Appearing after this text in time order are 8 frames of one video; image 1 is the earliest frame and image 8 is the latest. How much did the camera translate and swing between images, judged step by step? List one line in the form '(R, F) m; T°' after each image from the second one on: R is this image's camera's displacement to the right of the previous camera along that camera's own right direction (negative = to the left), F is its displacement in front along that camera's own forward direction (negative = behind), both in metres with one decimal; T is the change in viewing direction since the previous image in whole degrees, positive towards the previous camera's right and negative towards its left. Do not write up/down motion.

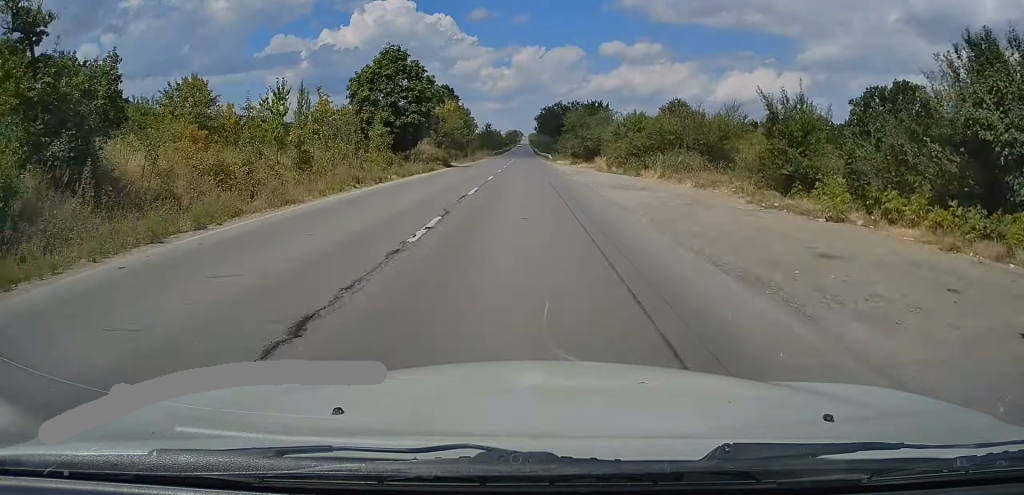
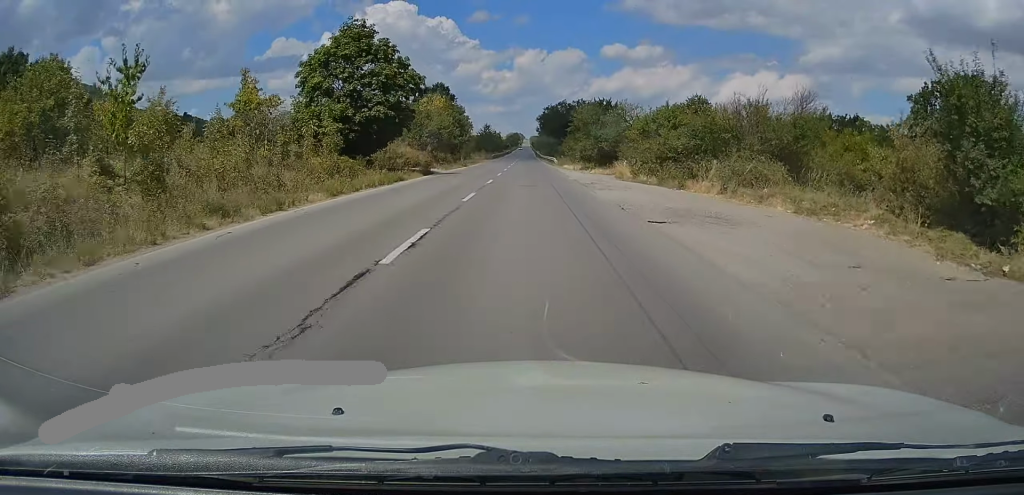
(-0.2, +10.5) m; 0°
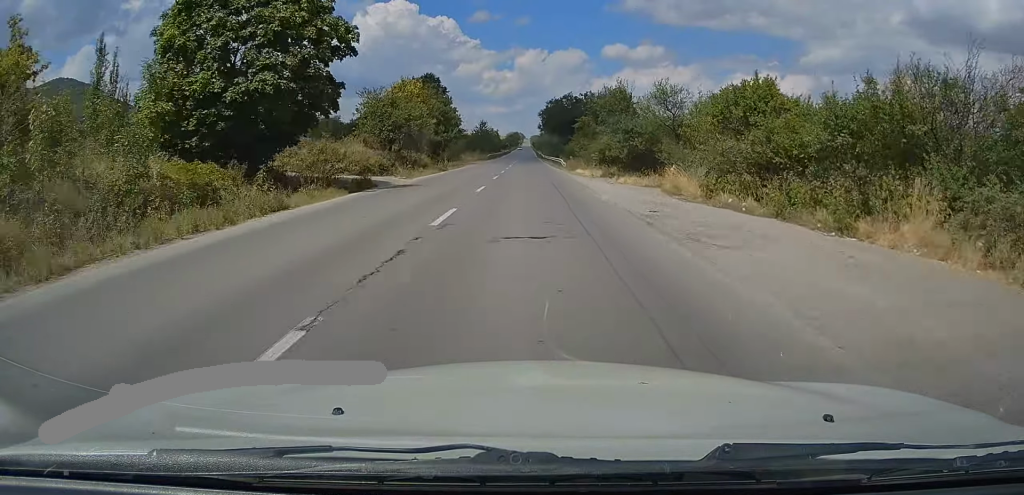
(0.0, +14.5) m; 0°
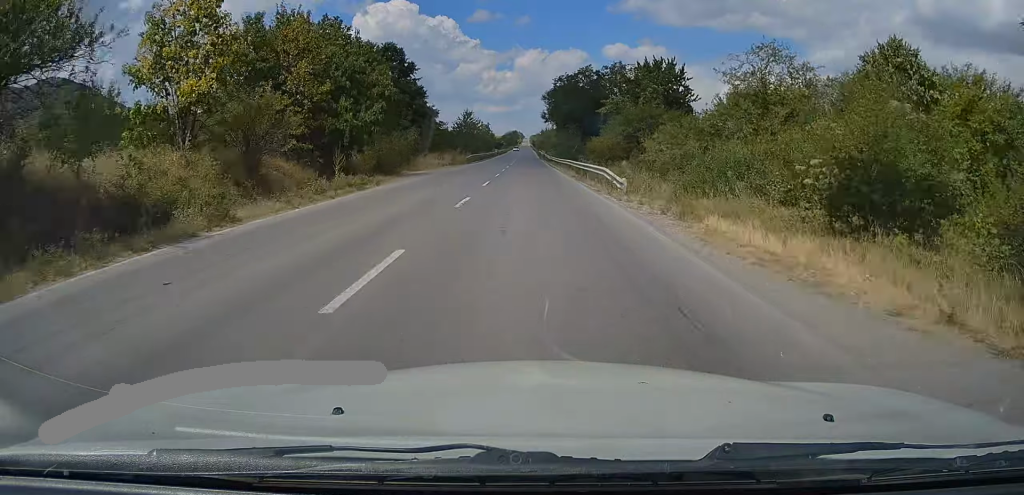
(+0.4, +33.0) m; +1°
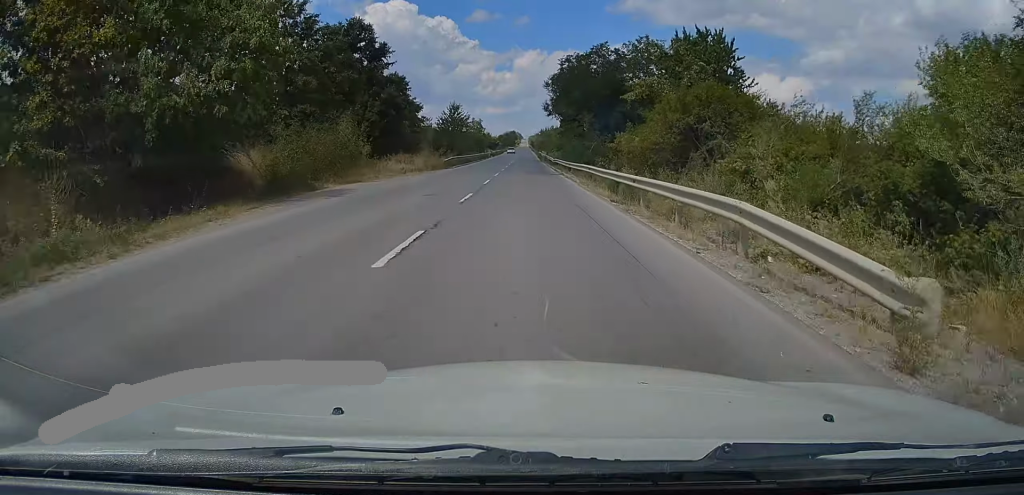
(0.0, +16.0) m; 0°
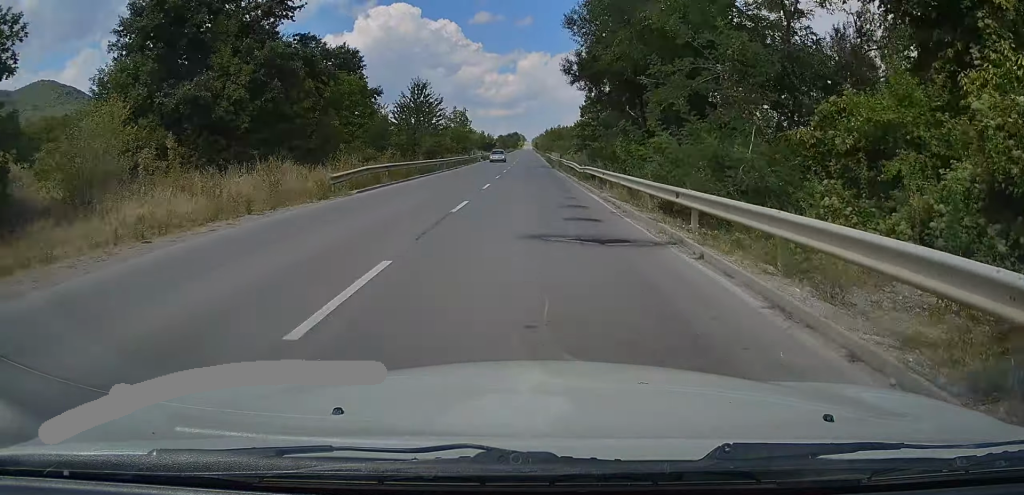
(0.0, +29.5) m; 0°
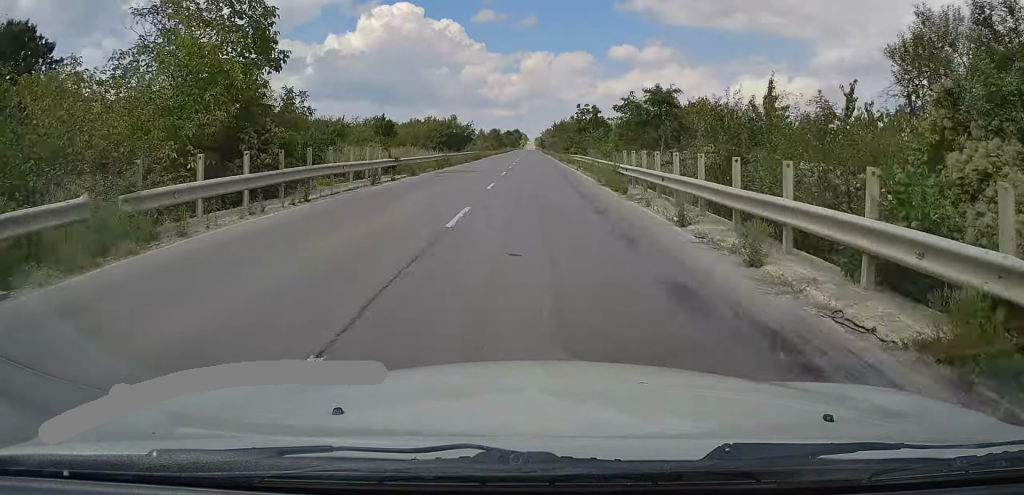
(-0.4, +57.2) m; -1°
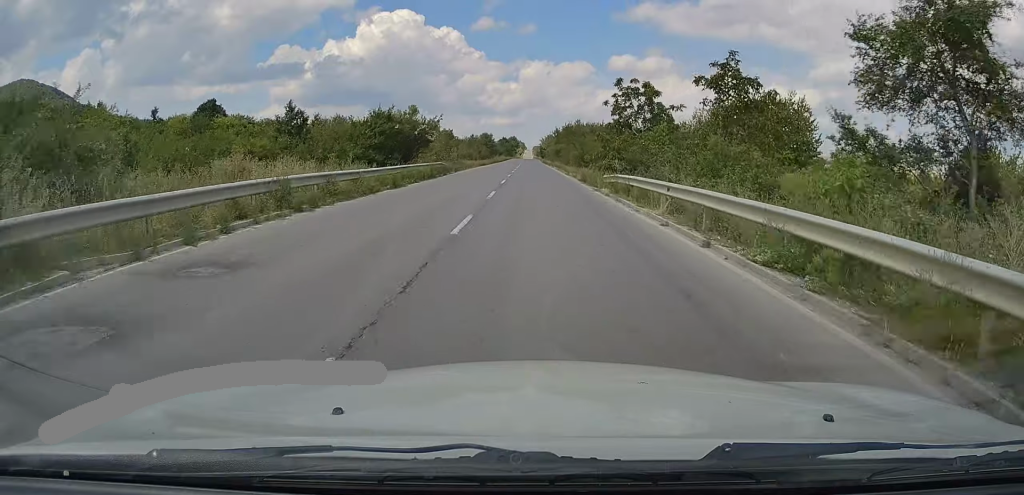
(+0.1, +27.0) m; 0°
